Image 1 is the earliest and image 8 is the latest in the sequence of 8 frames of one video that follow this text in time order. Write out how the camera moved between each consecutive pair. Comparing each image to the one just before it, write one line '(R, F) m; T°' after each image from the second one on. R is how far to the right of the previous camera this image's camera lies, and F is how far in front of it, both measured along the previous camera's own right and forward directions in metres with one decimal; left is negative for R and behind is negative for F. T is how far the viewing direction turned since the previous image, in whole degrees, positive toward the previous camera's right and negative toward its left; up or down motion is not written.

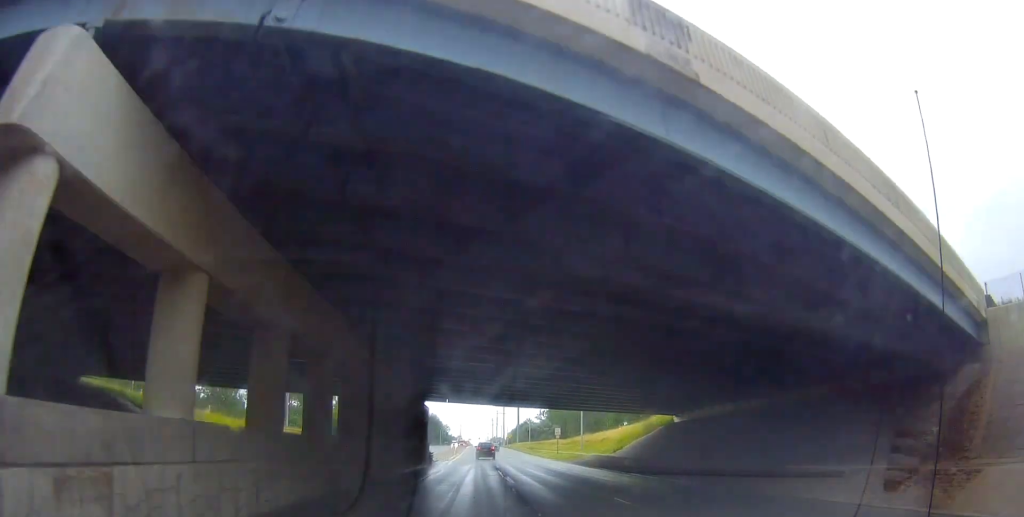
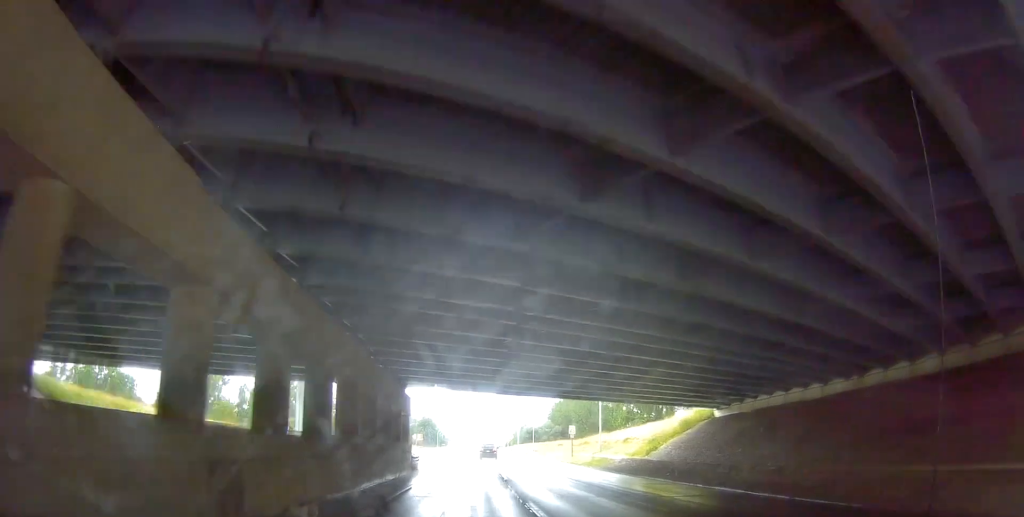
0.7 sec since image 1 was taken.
(0.0, +10.2) m; +1°
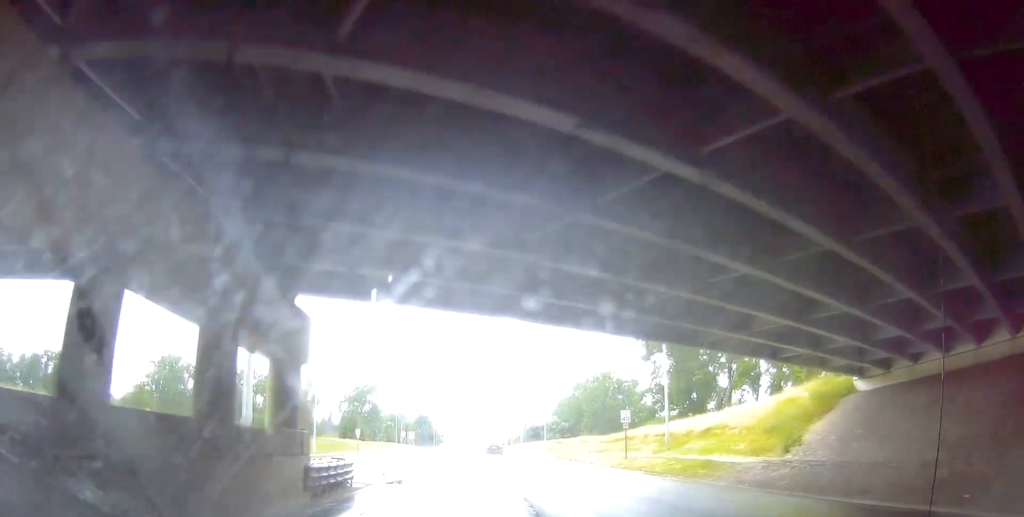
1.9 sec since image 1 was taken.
(+0.8, +18.7) m; +3°
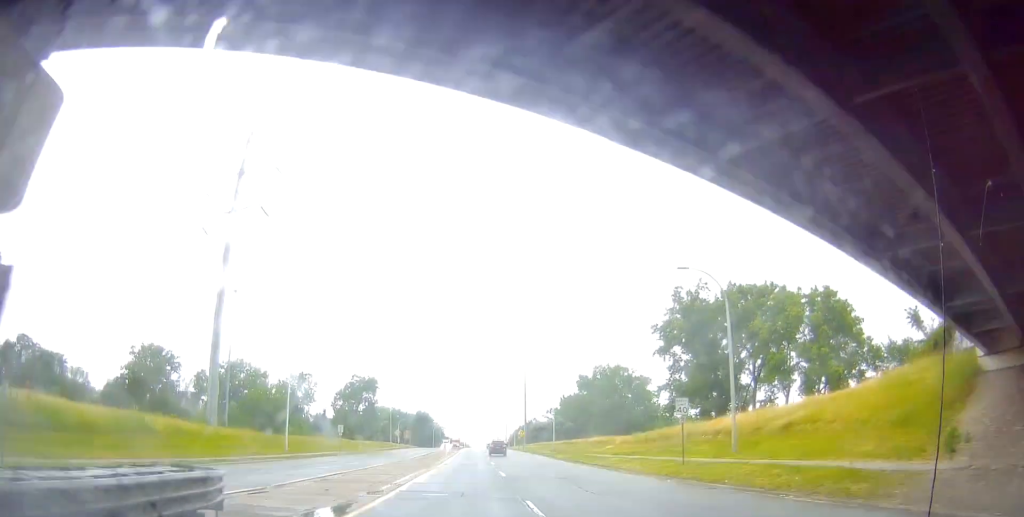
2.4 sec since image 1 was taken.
(0.0, +9.0) m; 0°
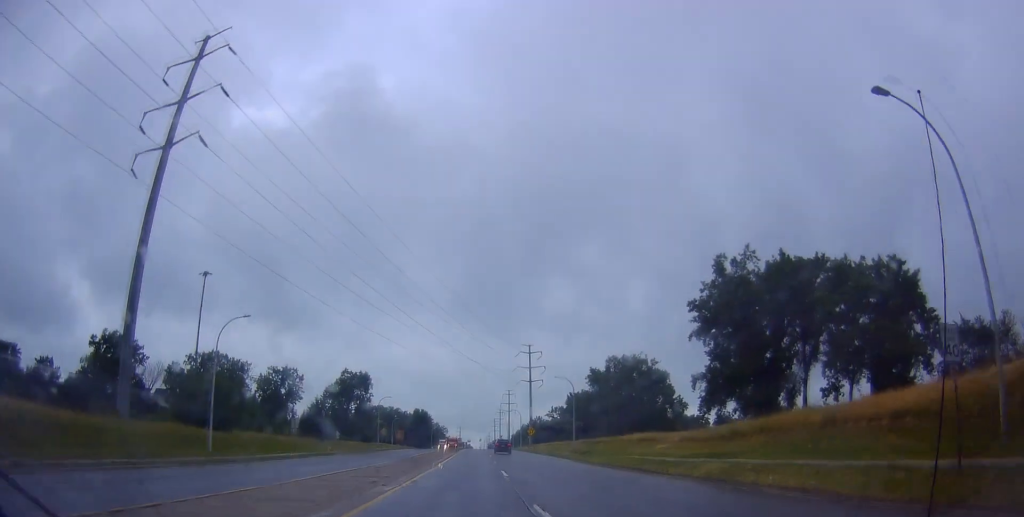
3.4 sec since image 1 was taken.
(+0.1, +15.3) m; -3°
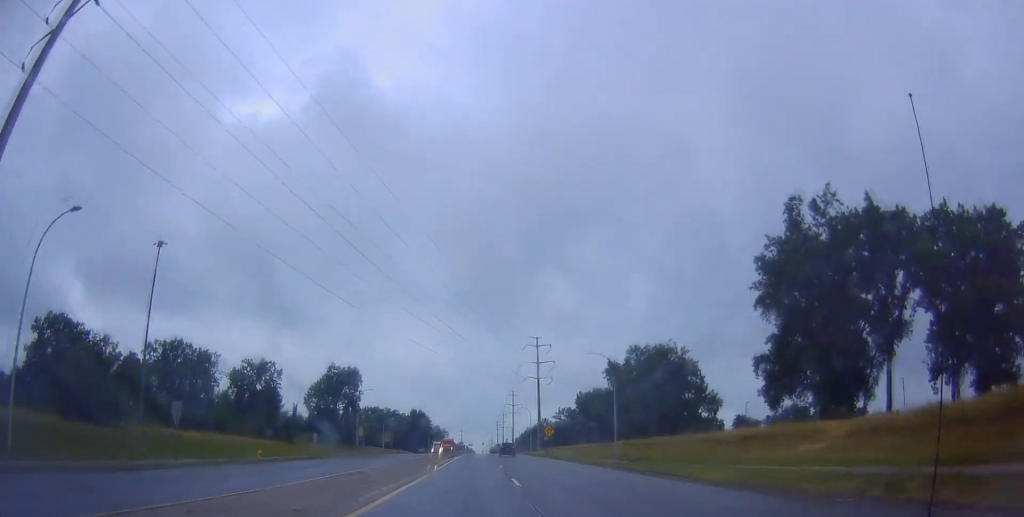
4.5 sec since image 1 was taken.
(-0.8, +19.1) m; 0°
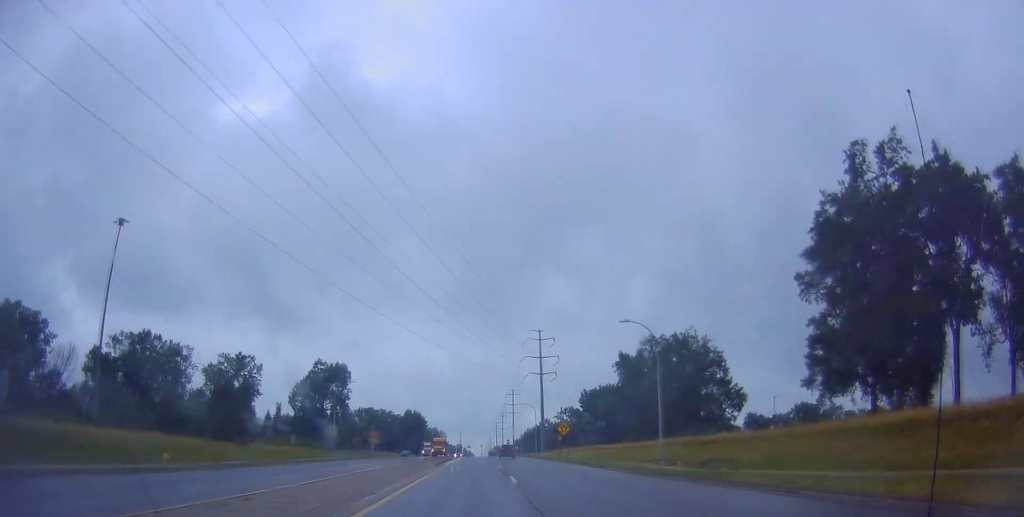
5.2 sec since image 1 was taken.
(+0.5, +12.8) m; +1°
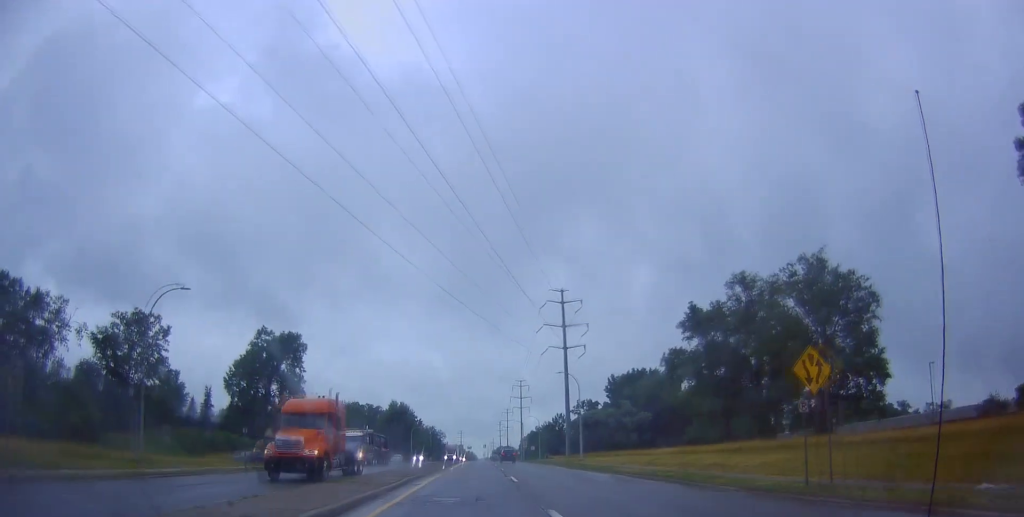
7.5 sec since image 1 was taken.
(0.0, +45.0) m; -1°
